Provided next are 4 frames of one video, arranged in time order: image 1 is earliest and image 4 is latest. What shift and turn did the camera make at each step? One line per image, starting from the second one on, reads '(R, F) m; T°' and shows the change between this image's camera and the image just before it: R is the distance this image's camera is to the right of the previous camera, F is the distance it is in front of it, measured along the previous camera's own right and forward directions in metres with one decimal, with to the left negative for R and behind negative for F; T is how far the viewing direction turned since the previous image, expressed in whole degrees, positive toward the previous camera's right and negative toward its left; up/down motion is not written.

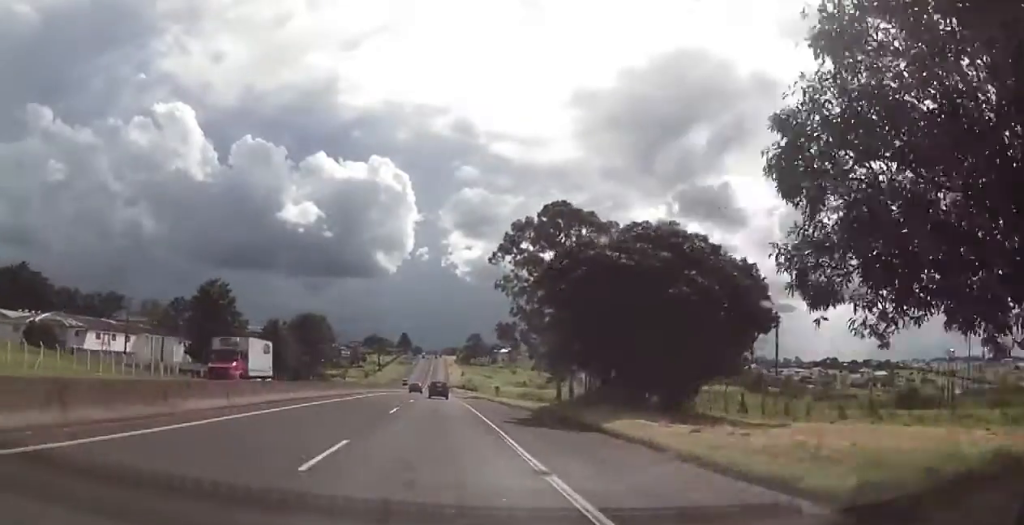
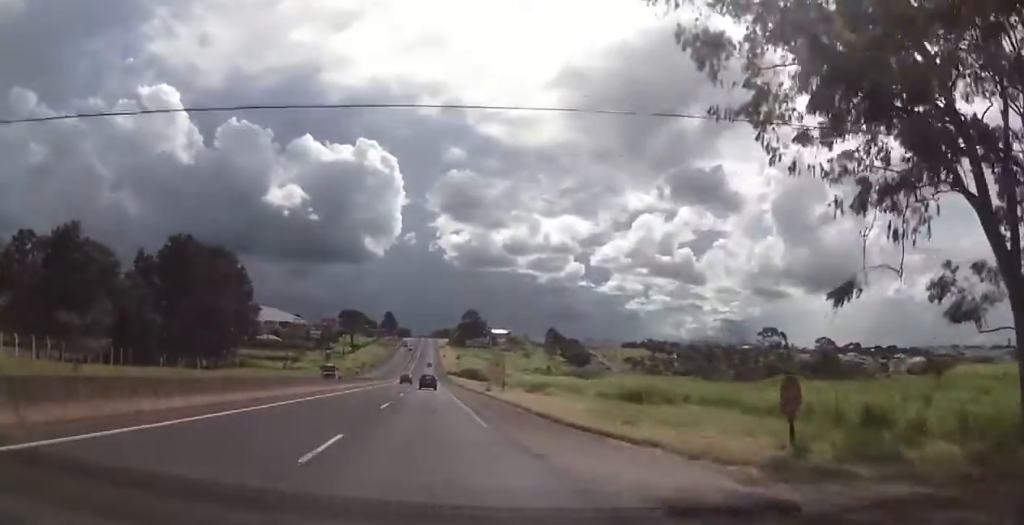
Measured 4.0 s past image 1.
(-1.0, +79.7) m; 0°
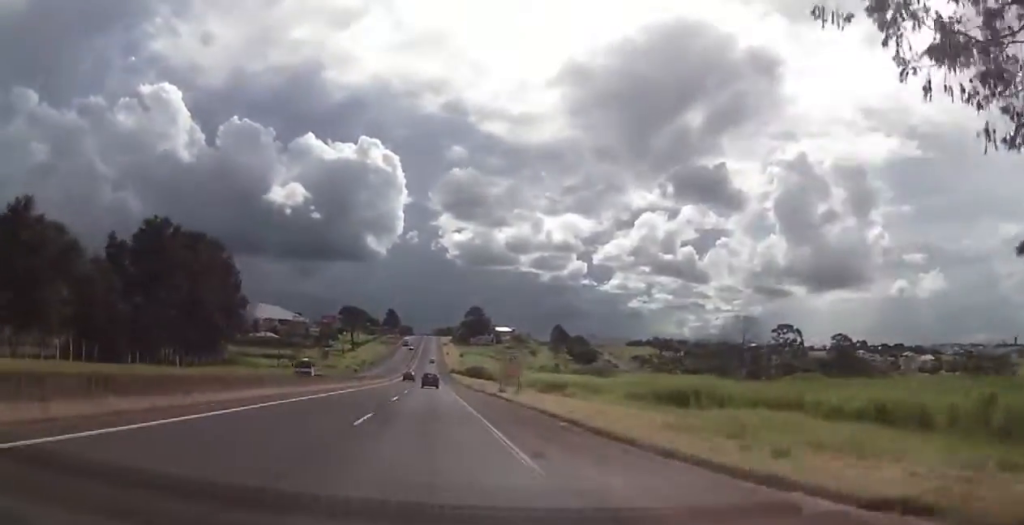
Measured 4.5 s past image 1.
(-0.1, +9.1) m; +1°
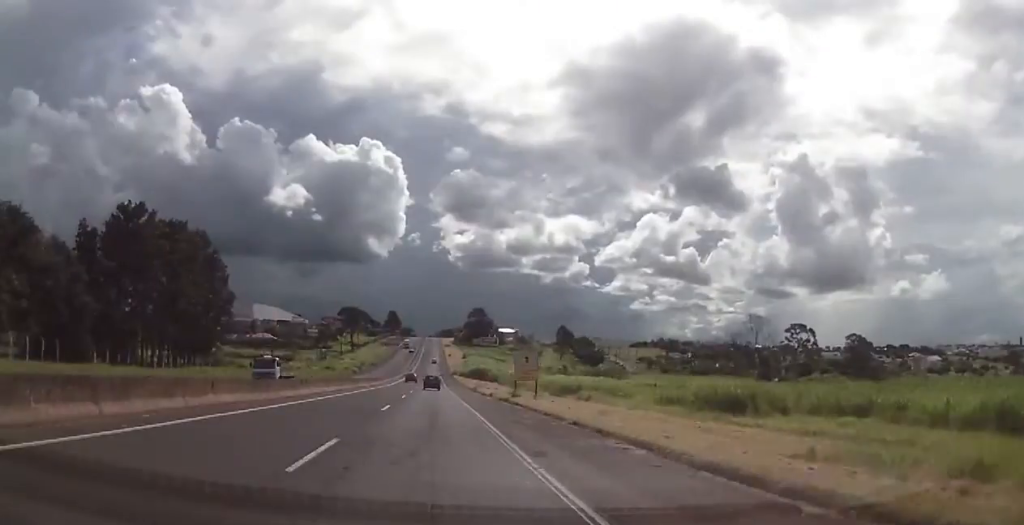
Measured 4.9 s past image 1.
(0.0, +7.8) m; 0°
